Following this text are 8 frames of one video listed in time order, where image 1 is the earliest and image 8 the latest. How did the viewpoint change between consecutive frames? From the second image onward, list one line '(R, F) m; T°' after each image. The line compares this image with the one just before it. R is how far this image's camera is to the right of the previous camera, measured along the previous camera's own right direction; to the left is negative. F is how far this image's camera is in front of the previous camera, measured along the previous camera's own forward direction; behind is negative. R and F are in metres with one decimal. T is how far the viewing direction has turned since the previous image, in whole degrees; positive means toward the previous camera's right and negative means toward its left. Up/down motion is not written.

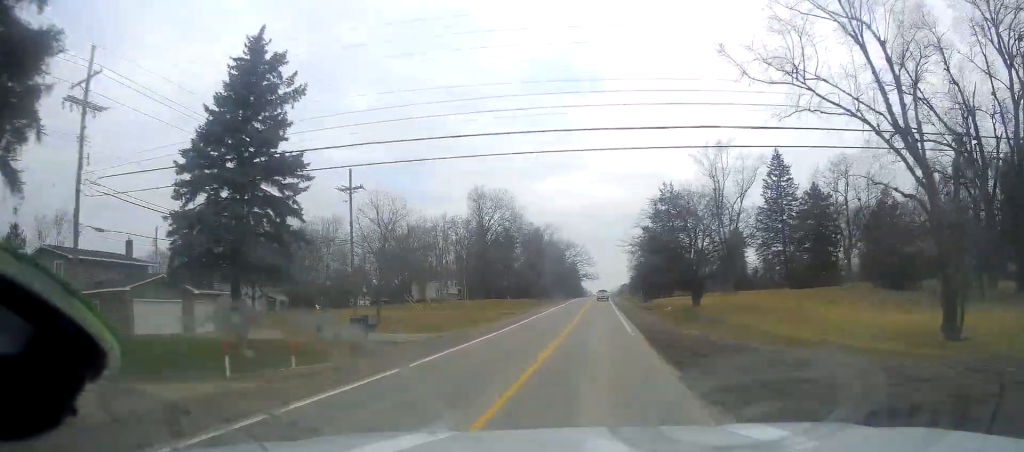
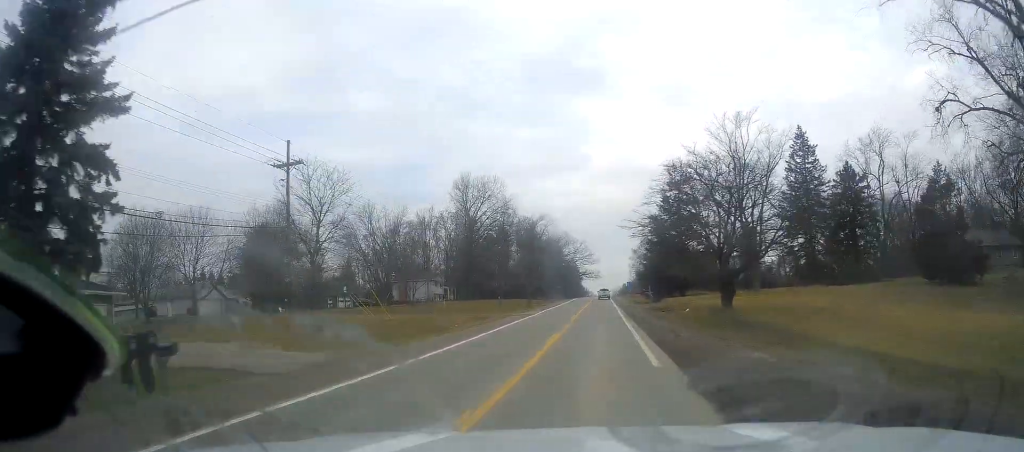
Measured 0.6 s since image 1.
(0.0, +11.6) m; -1°
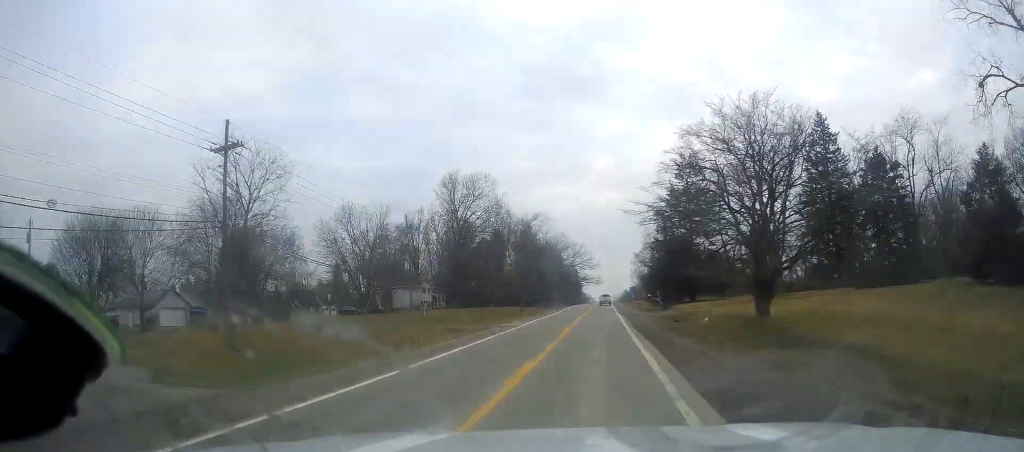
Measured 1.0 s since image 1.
(-0.3, +8.2) m; -1°
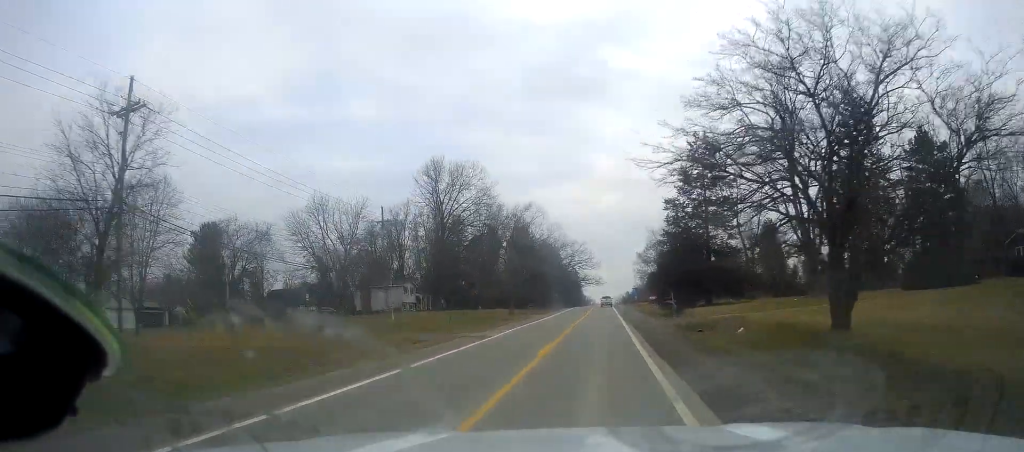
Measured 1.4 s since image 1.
(-0.2, +9.5) m; -1°
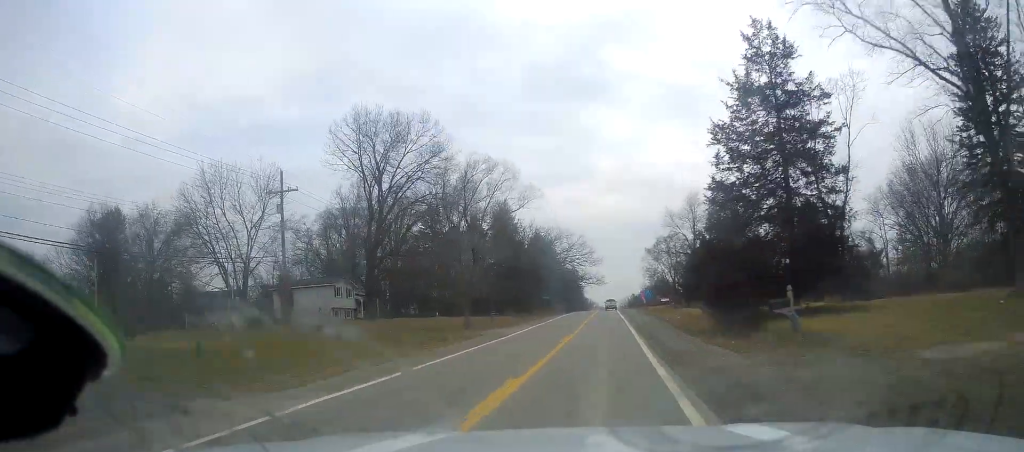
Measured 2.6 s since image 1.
(+0.4, +24.5) m; +2°
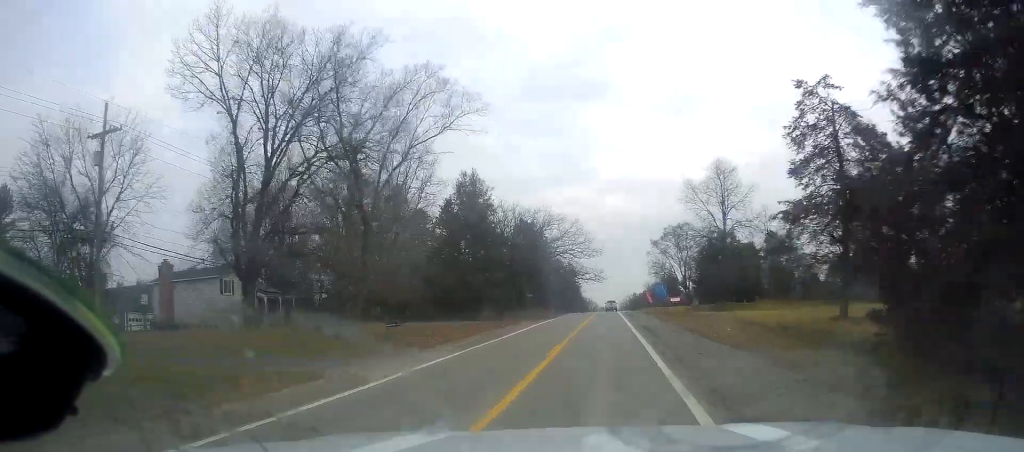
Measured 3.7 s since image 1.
(+0.5, +21.0) m; +1°
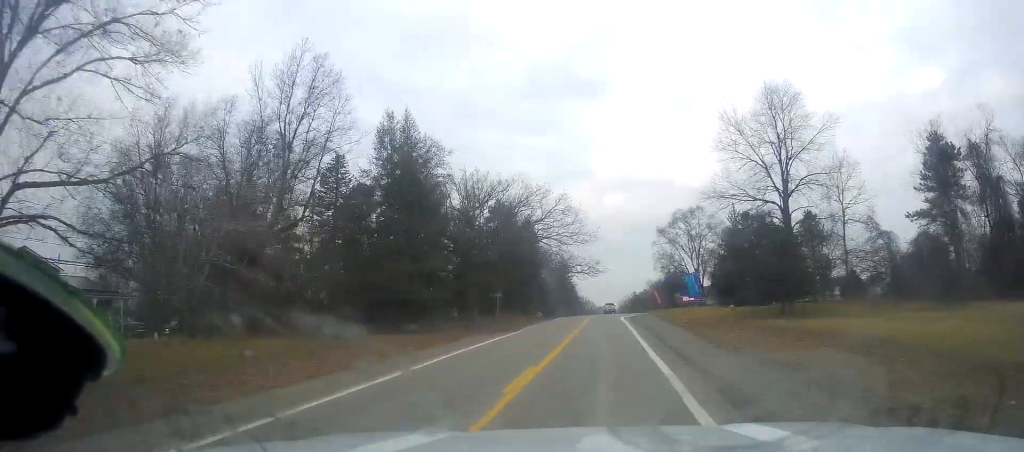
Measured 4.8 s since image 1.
(-0.1, +22.3) m; 0°
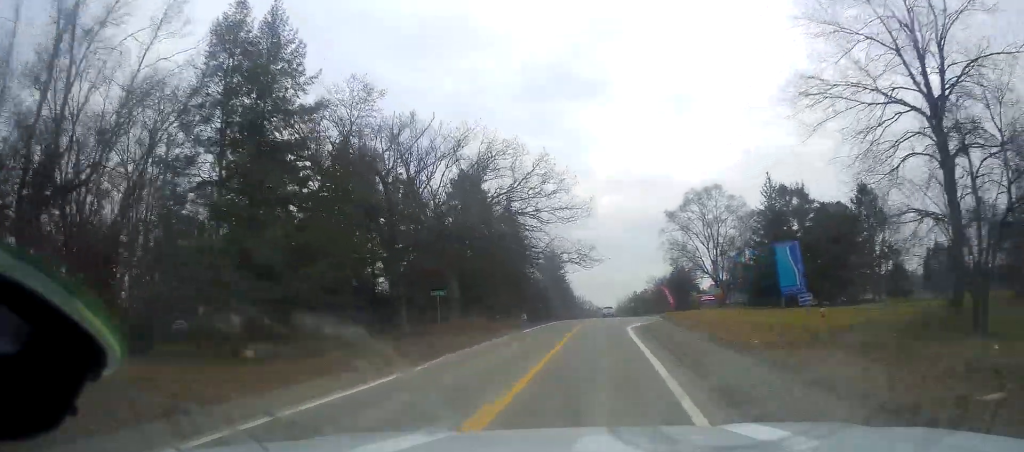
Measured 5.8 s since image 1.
(-0.1, +20.3) m; -1°
